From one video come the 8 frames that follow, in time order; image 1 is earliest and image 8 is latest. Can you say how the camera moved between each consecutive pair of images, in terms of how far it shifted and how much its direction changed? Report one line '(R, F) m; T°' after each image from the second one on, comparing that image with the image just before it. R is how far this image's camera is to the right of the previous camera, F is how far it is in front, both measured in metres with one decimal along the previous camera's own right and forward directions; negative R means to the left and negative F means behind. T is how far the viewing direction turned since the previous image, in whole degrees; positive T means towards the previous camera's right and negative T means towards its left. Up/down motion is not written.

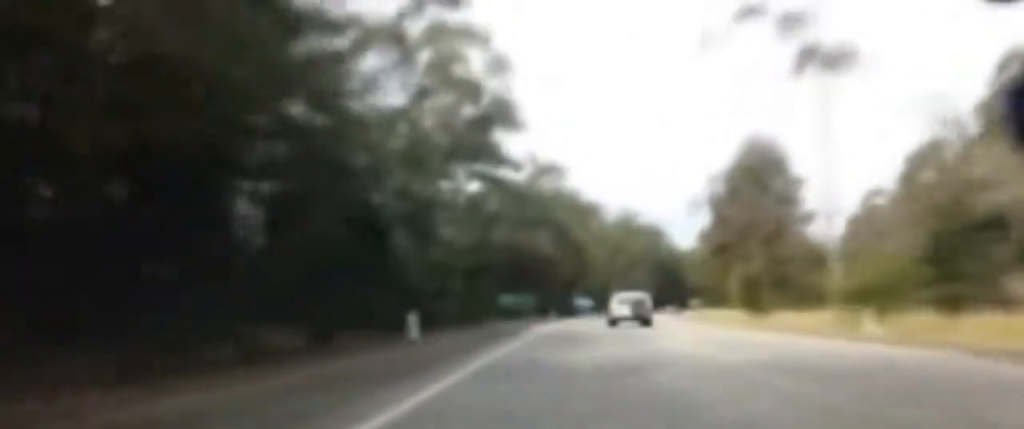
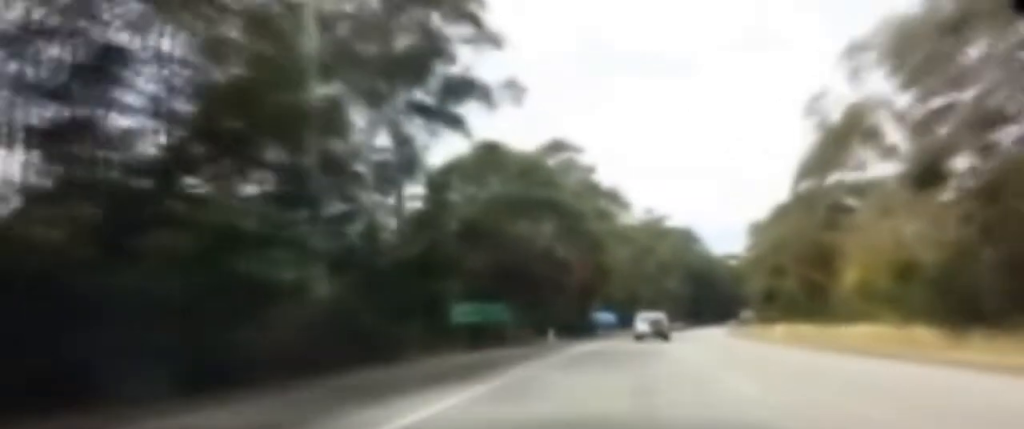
(-0.3, +34.0) m; -1°
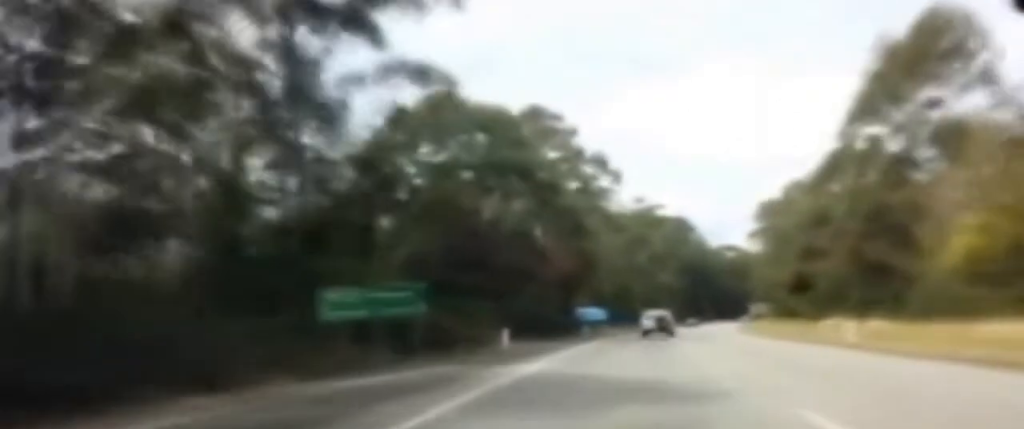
(-0.1, +18.1) m; 0°
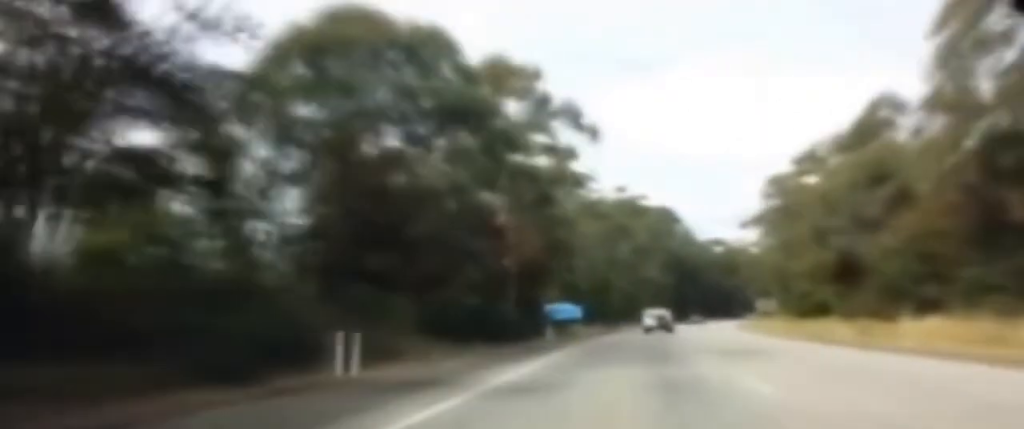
(+0.1, +18.9) m; +1°
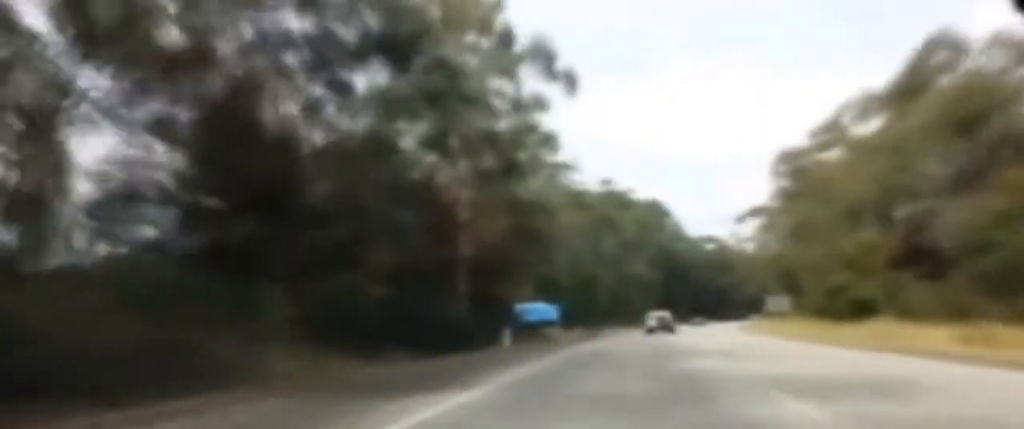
(+0.1, +14.5) m; +1°
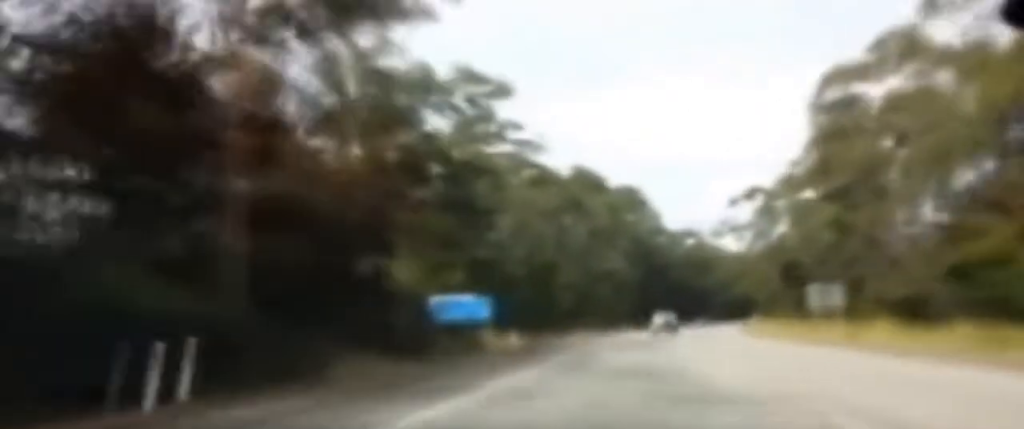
(+0.5, +27.7) m; +3°
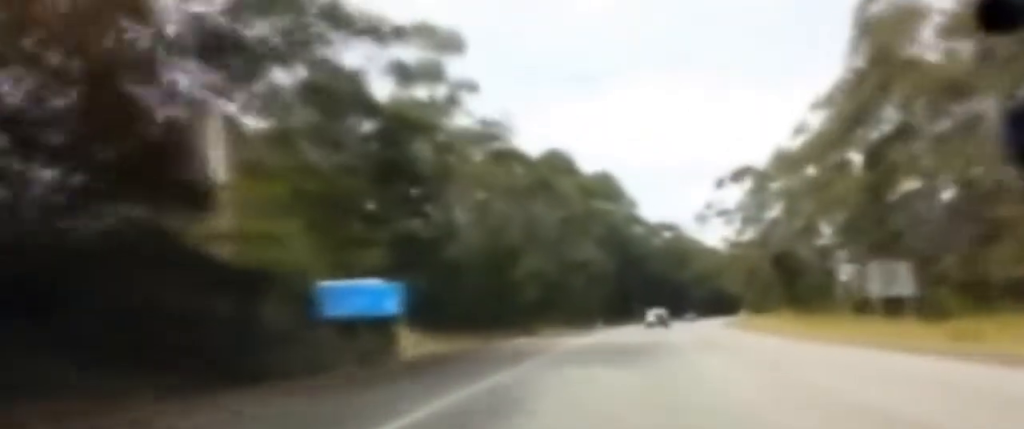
(+0.4, +16.2) m; +1°
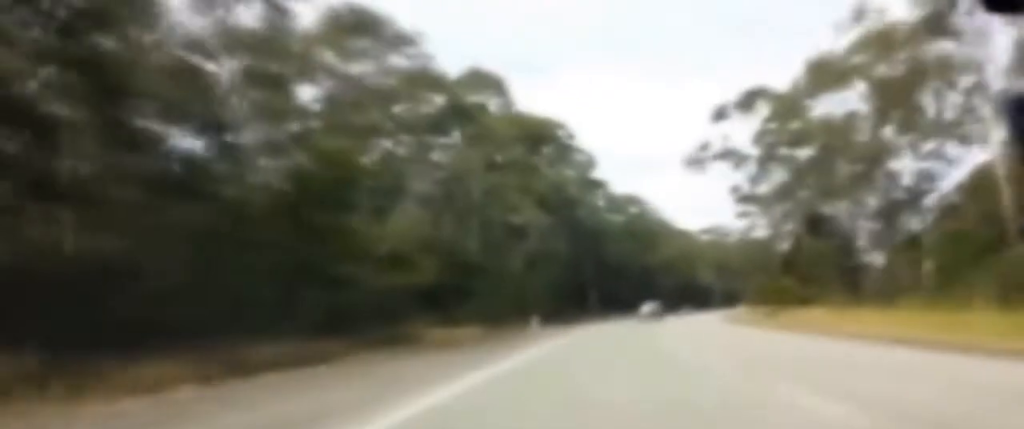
(+0.3, +32.2) m; +1°
